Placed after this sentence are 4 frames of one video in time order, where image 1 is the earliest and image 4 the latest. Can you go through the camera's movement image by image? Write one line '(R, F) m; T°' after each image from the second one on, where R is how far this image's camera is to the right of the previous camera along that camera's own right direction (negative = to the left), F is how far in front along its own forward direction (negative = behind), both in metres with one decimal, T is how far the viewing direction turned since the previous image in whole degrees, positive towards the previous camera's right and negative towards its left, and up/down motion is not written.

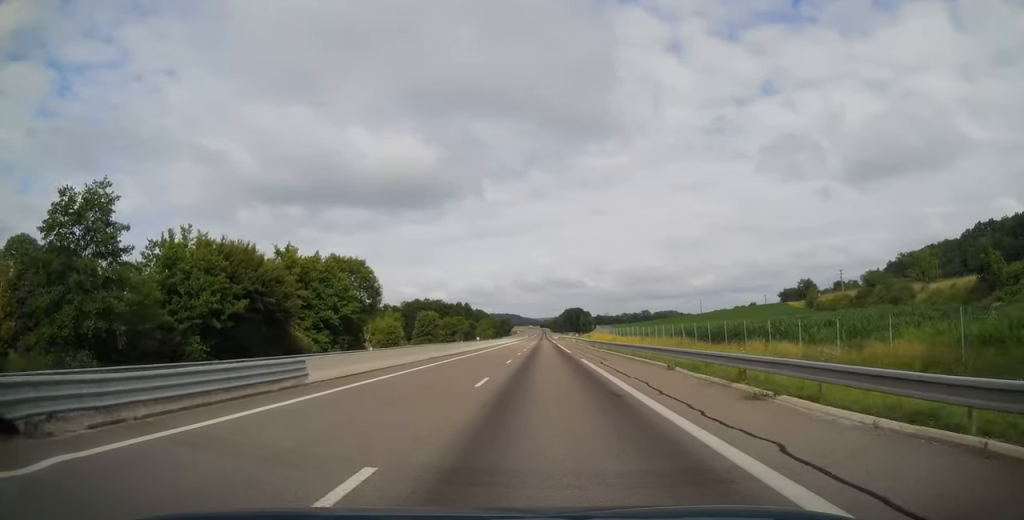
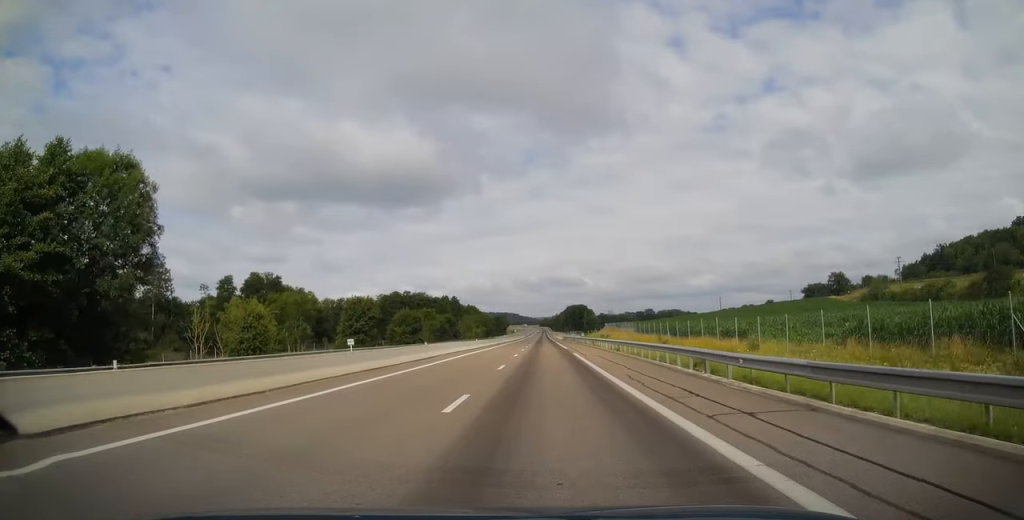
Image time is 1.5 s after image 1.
(+0.3, +43.9) m; 0°
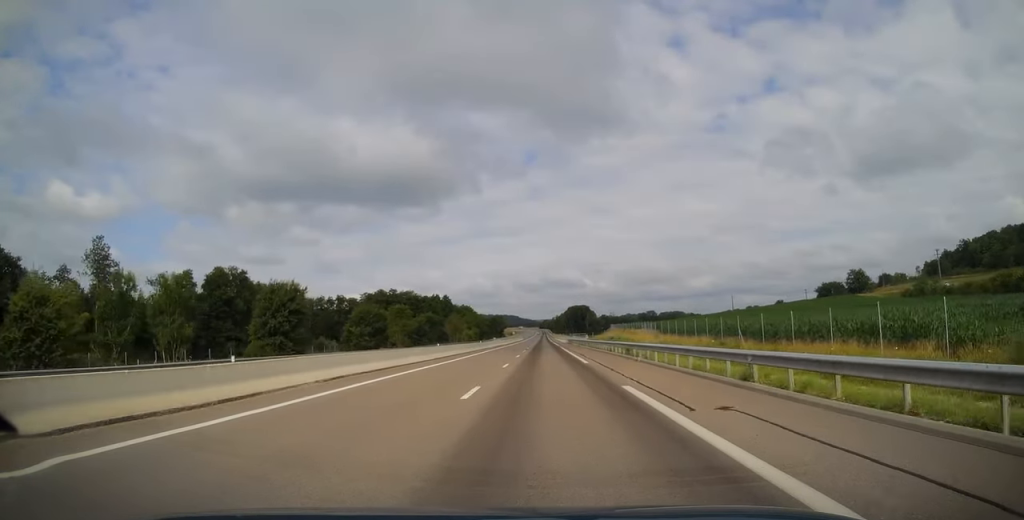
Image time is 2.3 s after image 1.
(-0.2, +23.4) m; 0°
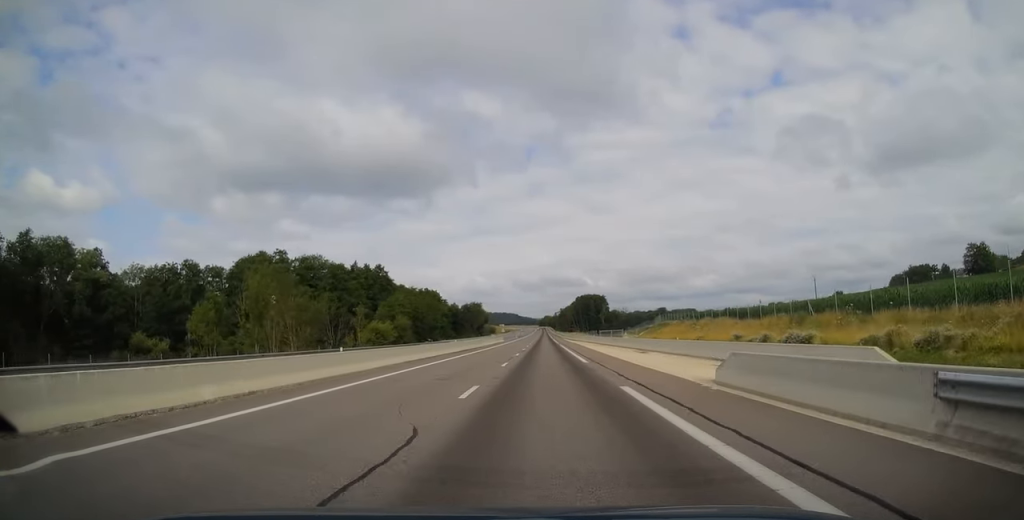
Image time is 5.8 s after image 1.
(+0.9, +102.9) m; 0°
